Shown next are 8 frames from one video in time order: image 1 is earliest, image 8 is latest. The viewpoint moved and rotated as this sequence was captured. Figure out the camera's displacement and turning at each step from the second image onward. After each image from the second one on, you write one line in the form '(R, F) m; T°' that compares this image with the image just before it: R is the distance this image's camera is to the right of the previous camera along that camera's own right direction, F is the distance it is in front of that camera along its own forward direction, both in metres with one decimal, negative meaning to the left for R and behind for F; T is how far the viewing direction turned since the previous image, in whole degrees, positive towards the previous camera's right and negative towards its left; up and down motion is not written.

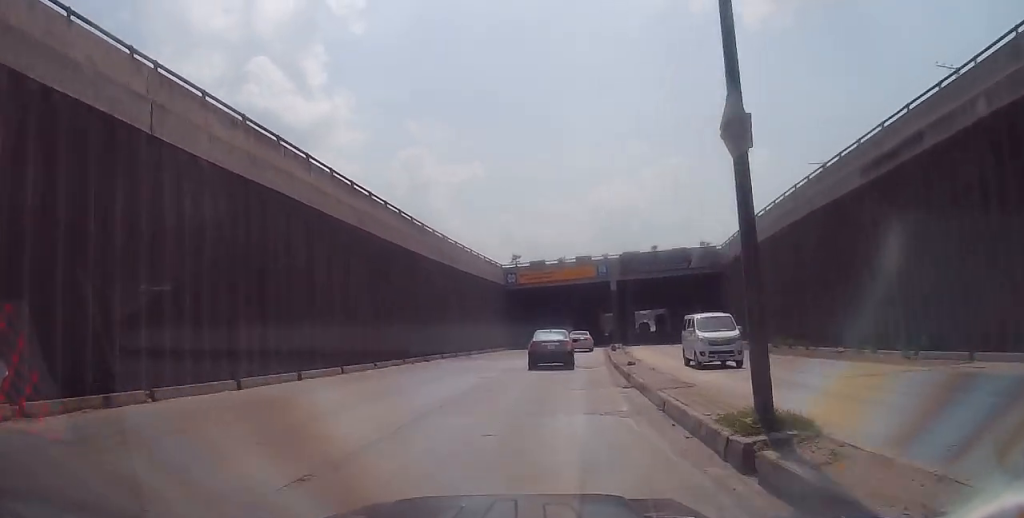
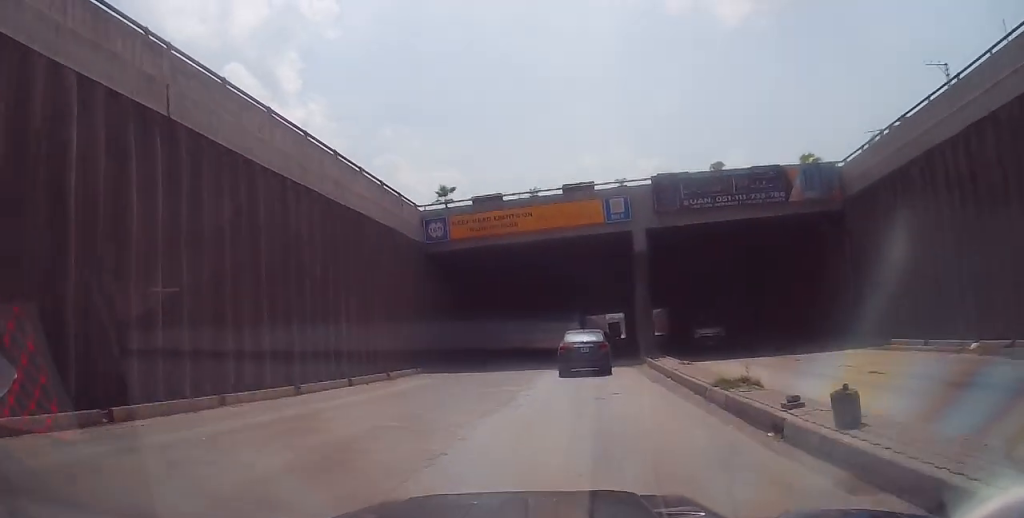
(+1.0, +30.0) m; +3°
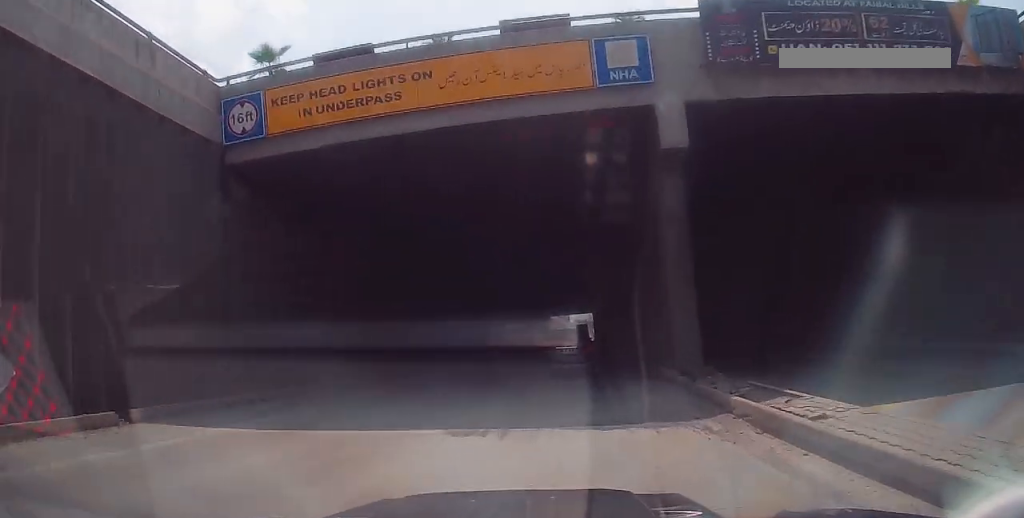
(+0.2, +16.3) m; +1°
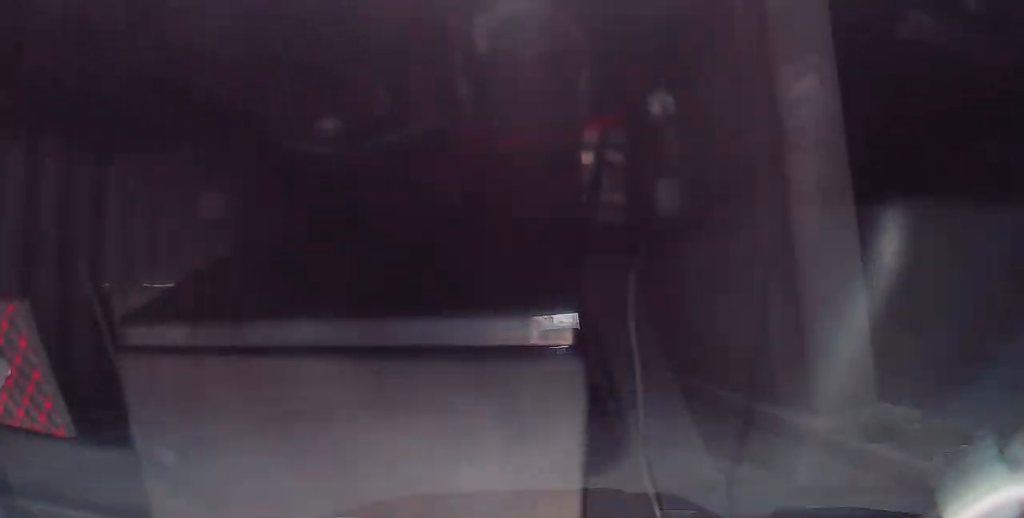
(0.0, +8.2) m; -1°
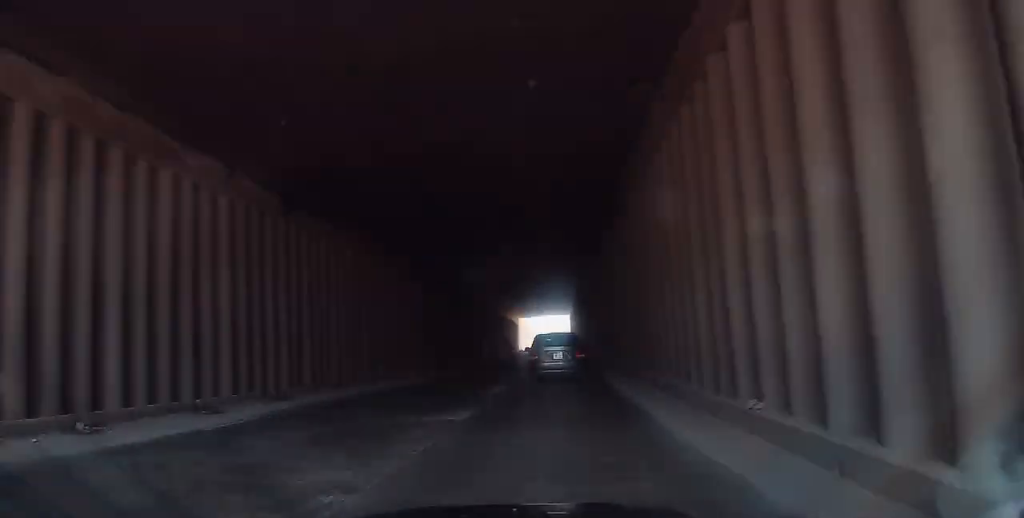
(0.0, +8.1) m; -1°
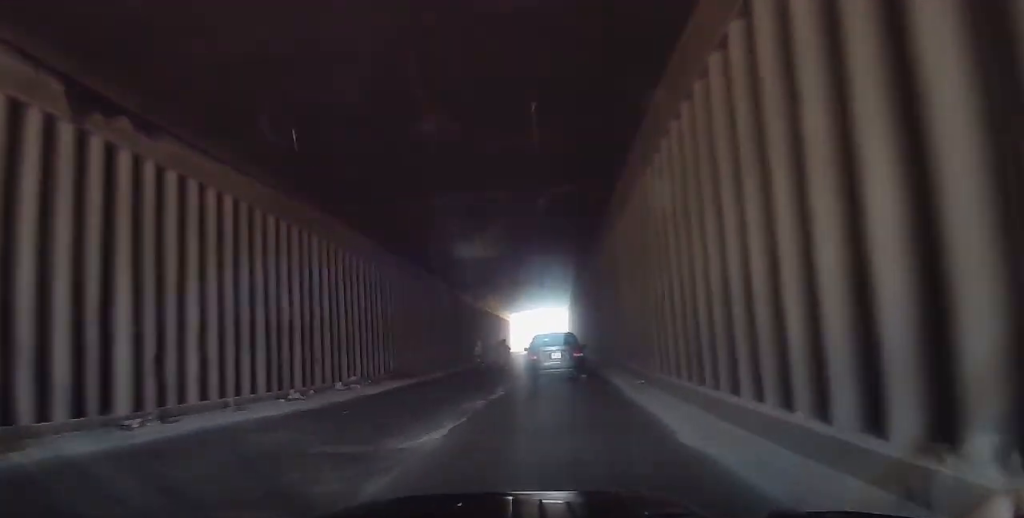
(-0.3, +8.8) m; -1°
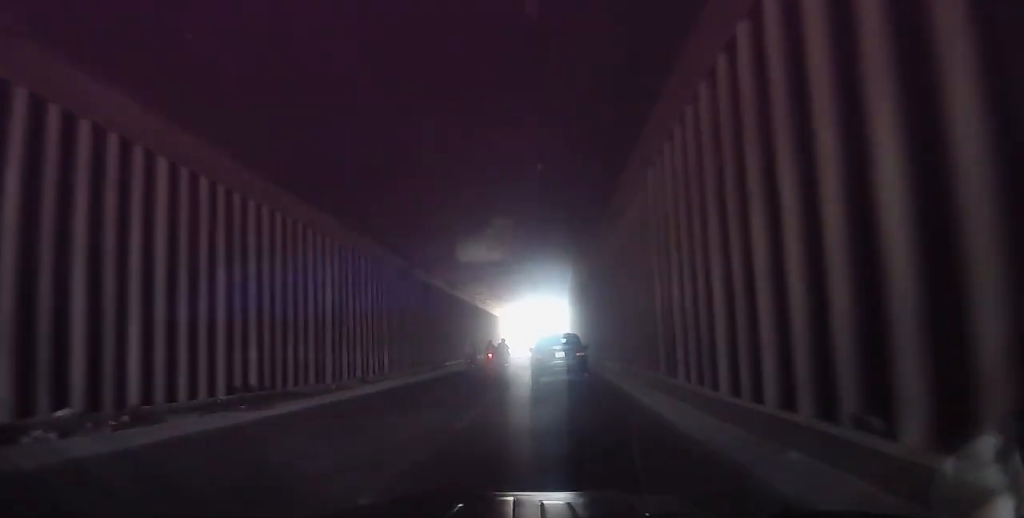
(+0.1, +14.2) m; +4°
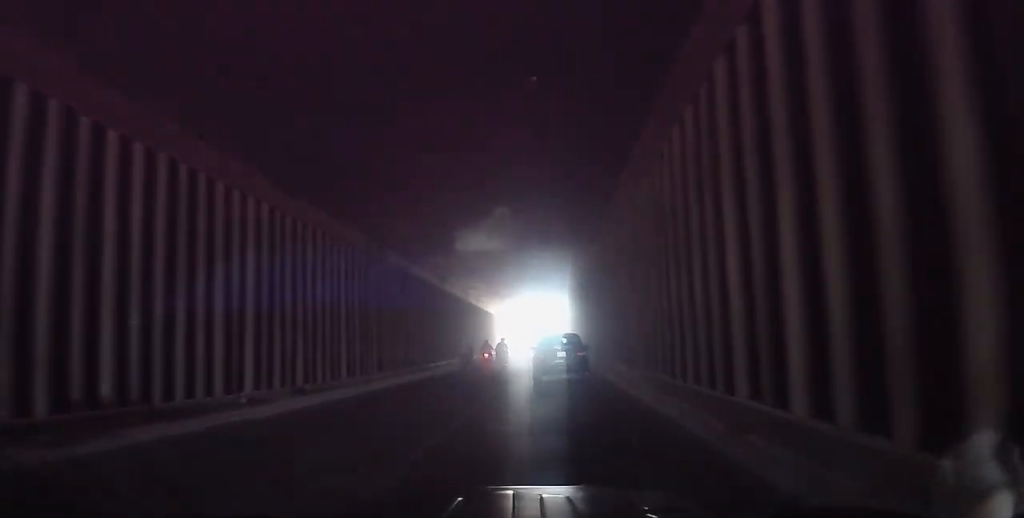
(+0.4, +6.0) m; +2°
